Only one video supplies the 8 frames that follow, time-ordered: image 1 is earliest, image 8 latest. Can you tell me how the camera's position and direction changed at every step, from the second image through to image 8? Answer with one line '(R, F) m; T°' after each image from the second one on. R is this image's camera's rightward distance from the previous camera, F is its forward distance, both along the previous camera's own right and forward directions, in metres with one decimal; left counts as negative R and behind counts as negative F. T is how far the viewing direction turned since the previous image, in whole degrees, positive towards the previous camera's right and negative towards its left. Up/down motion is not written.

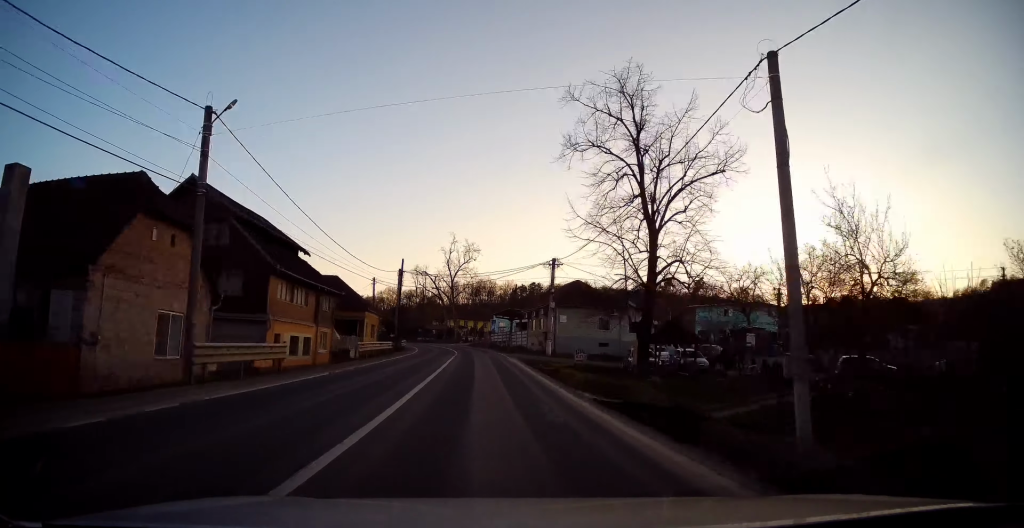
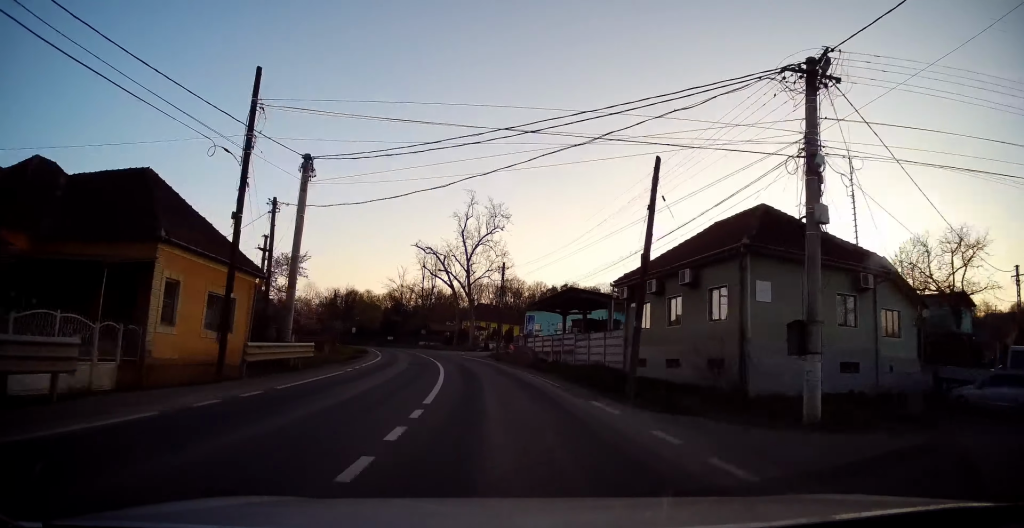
(-0.6, +35.4) m; -2°
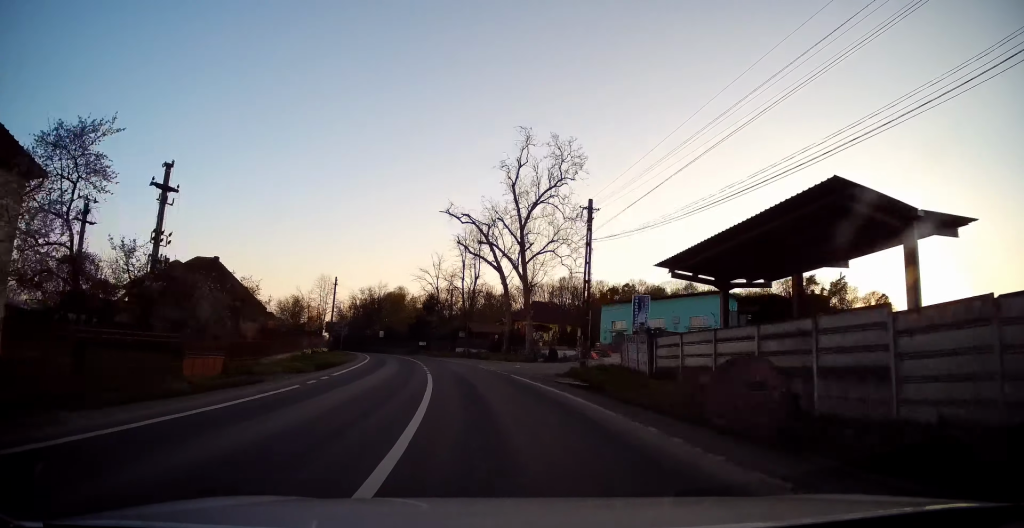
(-0.4, +25.6) m; -4°
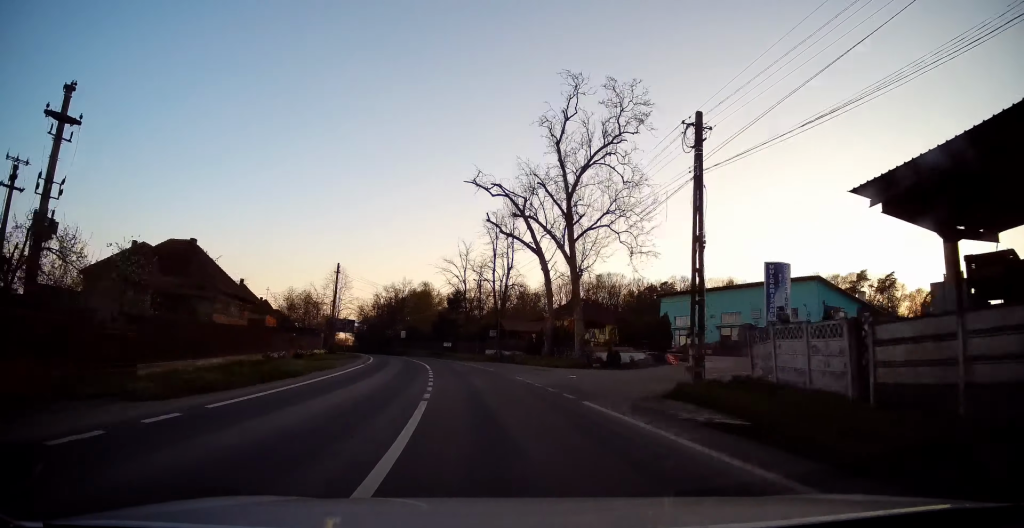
(-0.5, +11.3) m; -4°
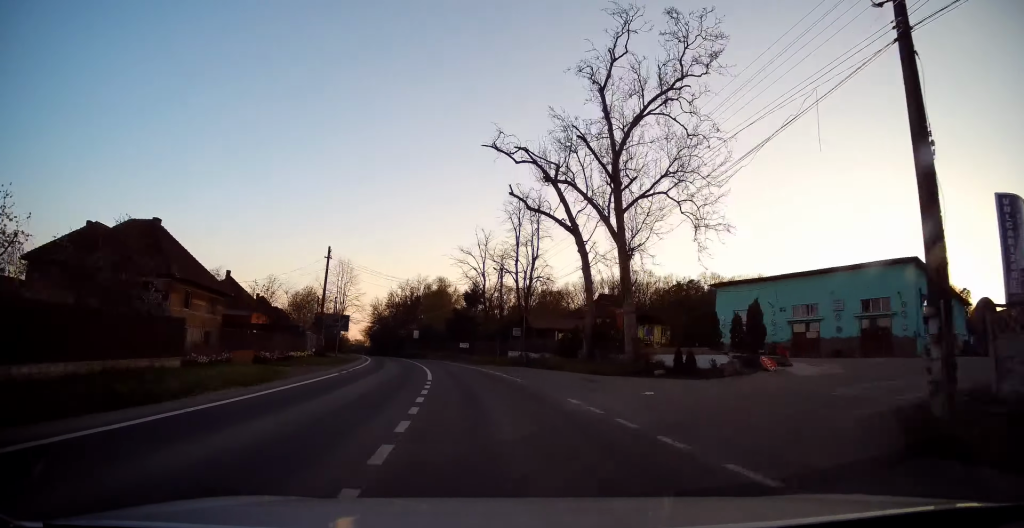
(-0.2, +9.0) m; -3°
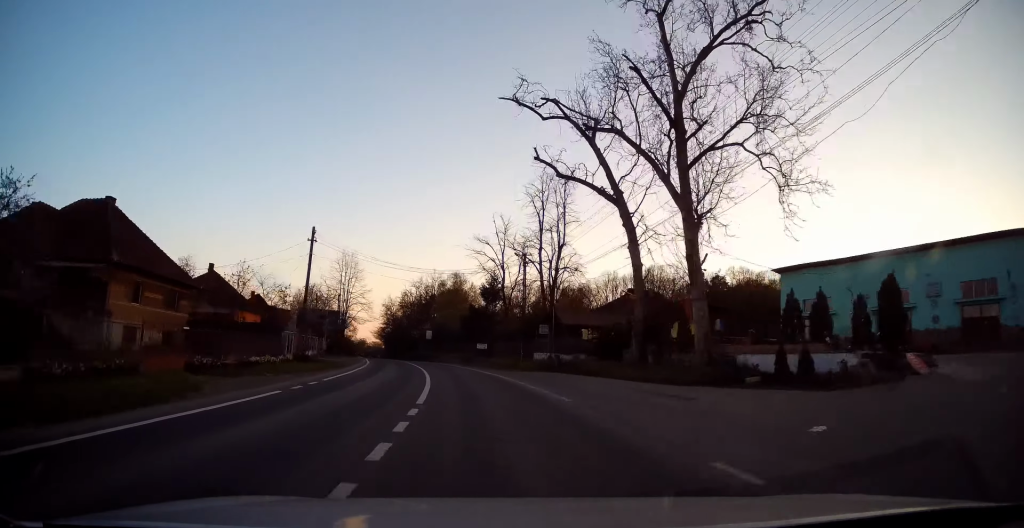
(-0.3, +7.9) m; -2°
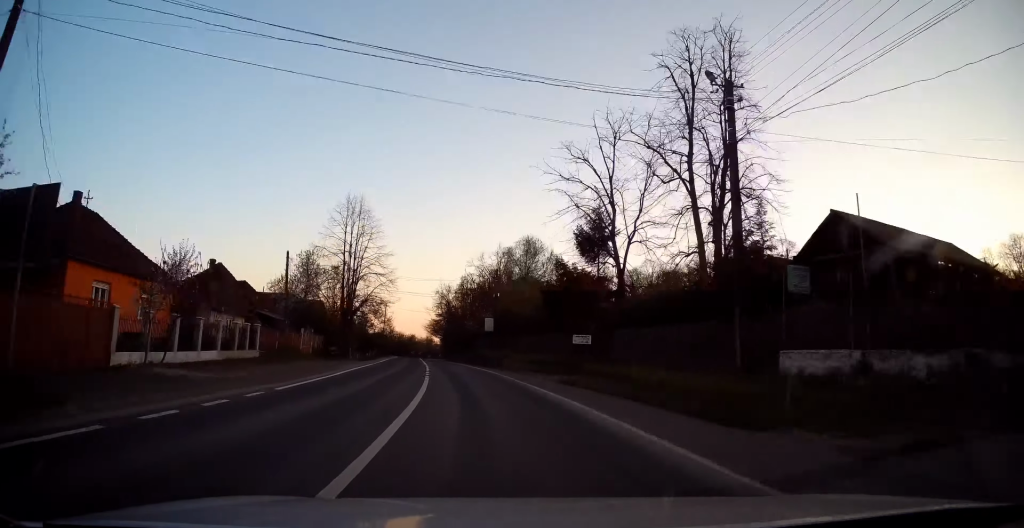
(-1.2, +27.1) m; -6°
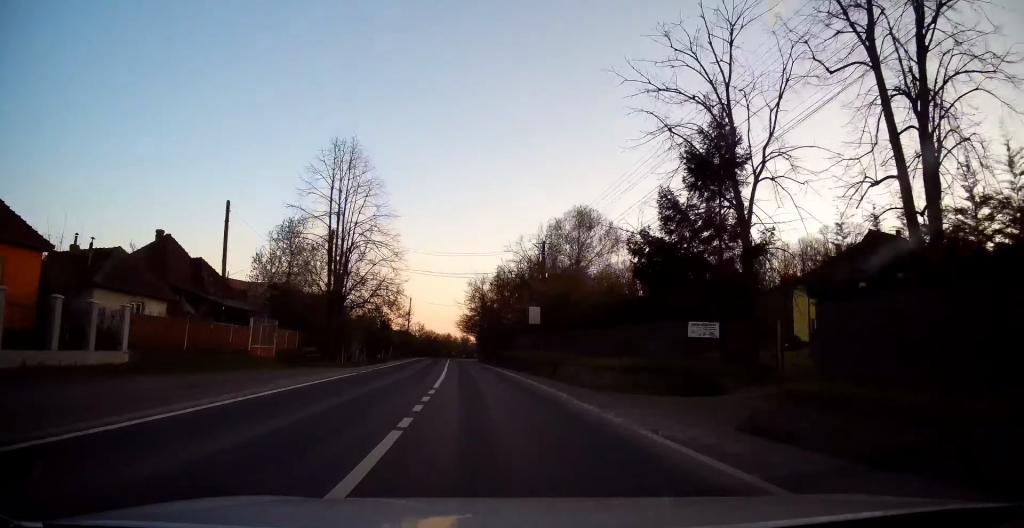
(-0.5, +13.3) m; -4°
